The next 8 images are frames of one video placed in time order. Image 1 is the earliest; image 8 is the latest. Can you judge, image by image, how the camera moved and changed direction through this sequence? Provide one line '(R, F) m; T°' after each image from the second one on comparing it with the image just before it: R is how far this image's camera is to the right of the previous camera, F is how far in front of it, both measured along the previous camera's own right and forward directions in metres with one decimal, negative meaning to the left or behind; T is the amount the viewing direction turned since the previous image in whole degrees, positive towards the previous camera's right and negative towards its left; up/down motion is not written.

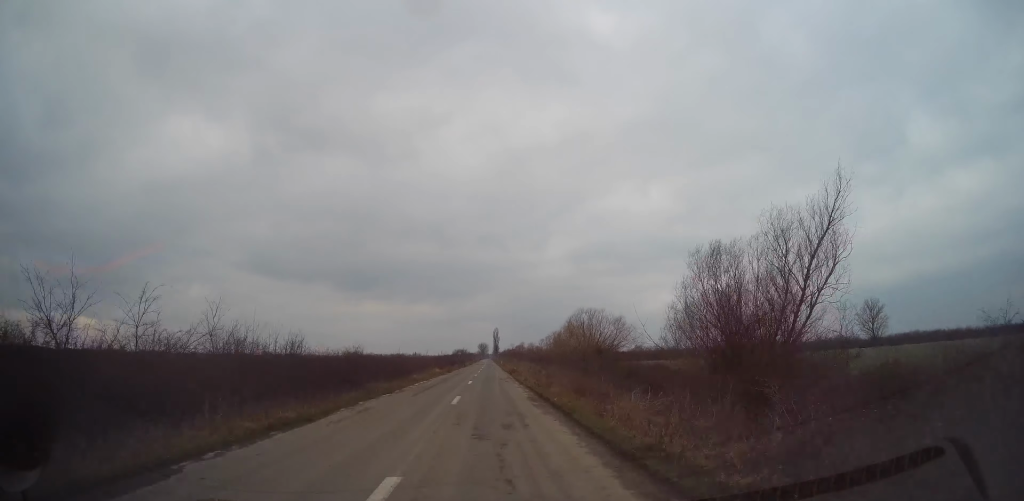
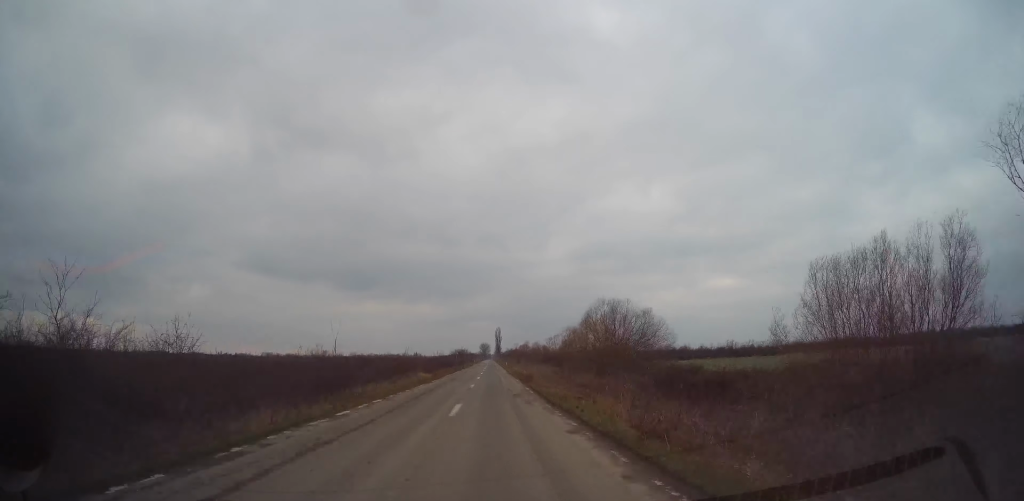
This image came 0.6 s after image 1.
(0.0, +14.2) m; 0°
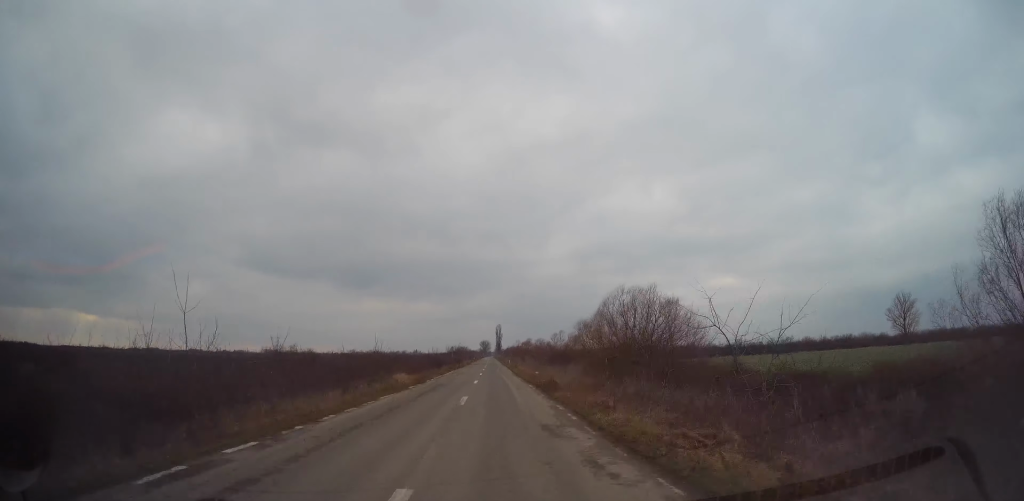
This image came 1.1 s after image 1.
(0.0, +9.8) m; 0°
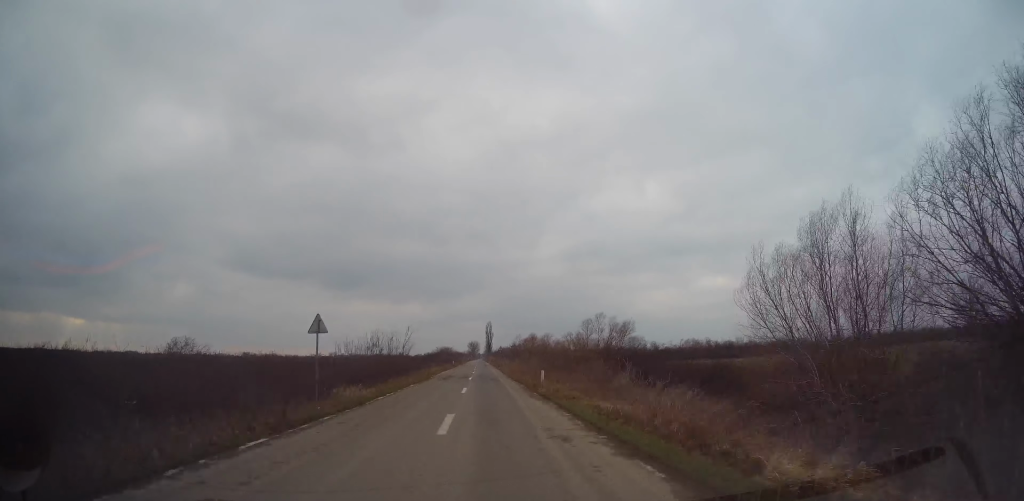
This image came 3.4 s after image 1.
(+0.1, +52.6) m; +1°
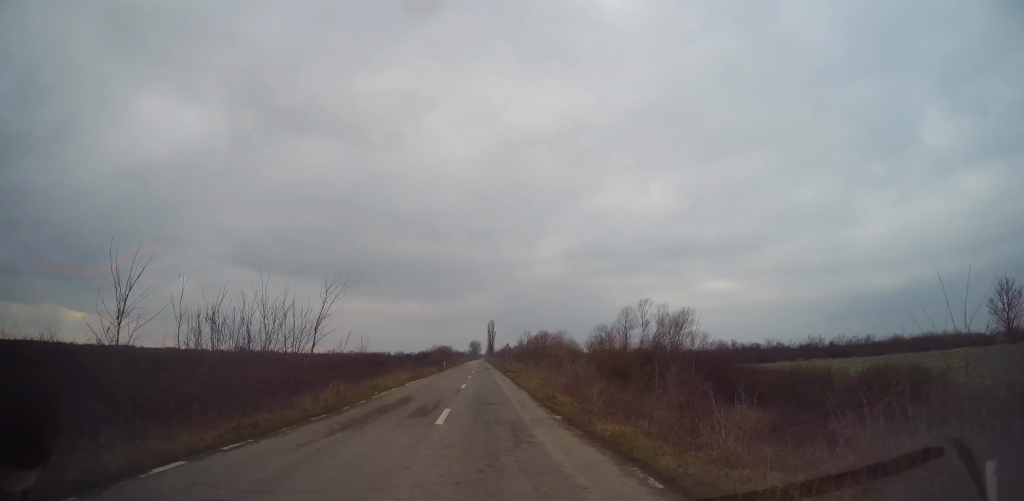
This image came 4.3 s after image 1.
(+0.2, +20.8) m; +1°
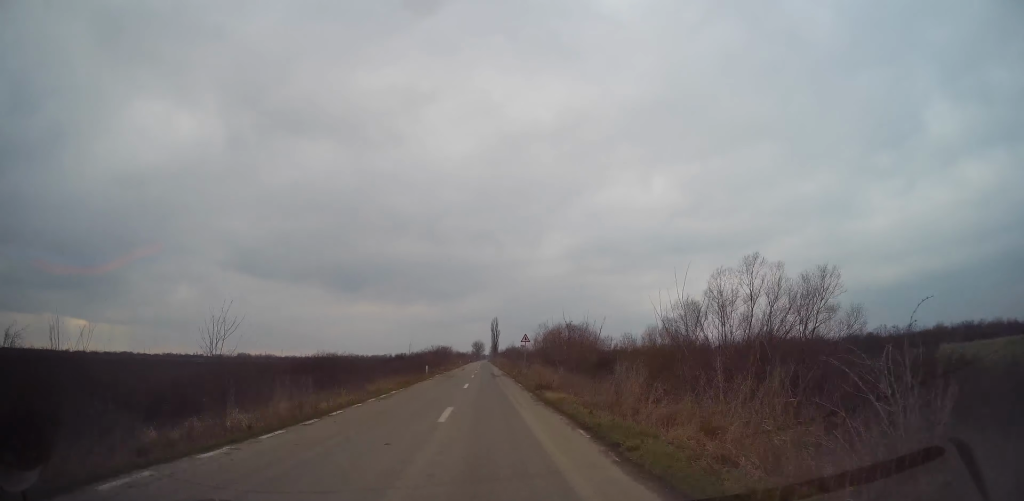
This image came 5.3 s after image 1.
(+0.1, +22.8) m; -1°
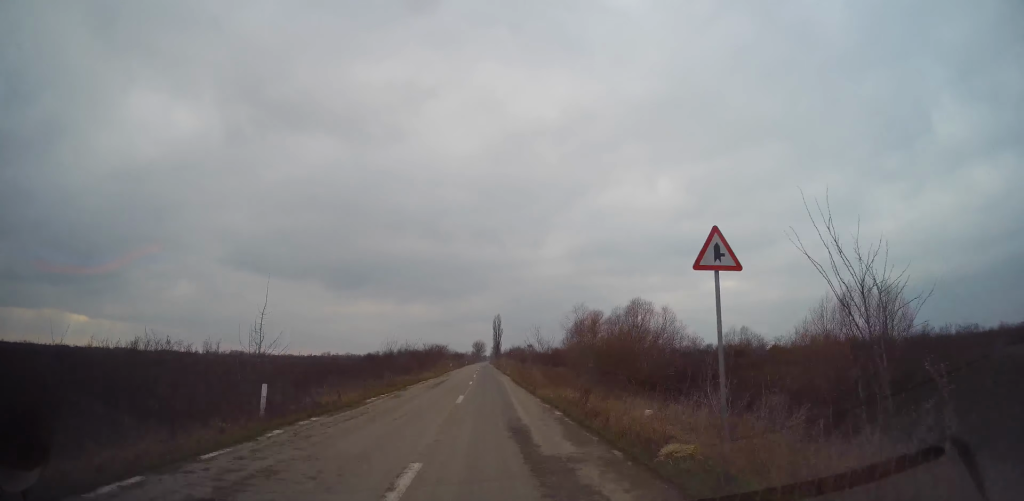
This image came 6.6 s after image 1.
(-0.7, +30.3) m; -2°
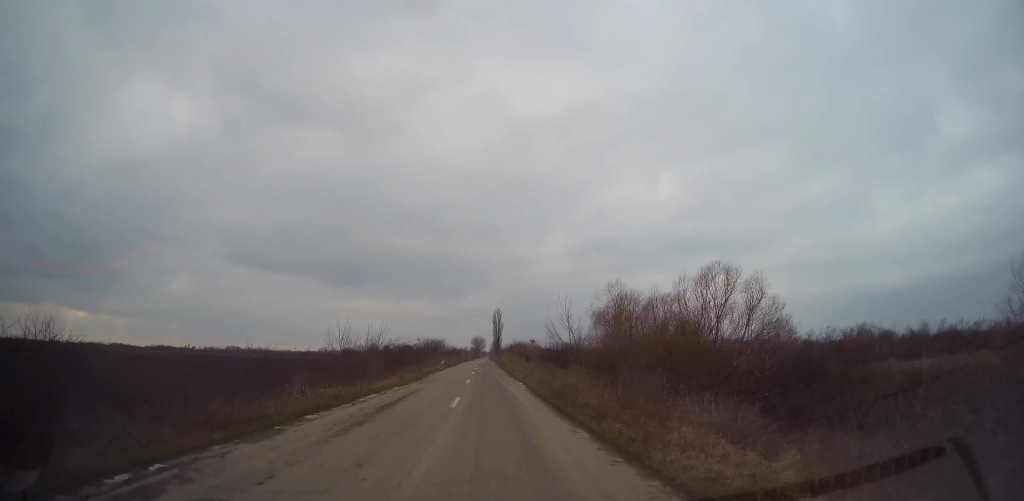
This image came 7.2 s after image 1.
(-0.4, +13.6) m; +1°
